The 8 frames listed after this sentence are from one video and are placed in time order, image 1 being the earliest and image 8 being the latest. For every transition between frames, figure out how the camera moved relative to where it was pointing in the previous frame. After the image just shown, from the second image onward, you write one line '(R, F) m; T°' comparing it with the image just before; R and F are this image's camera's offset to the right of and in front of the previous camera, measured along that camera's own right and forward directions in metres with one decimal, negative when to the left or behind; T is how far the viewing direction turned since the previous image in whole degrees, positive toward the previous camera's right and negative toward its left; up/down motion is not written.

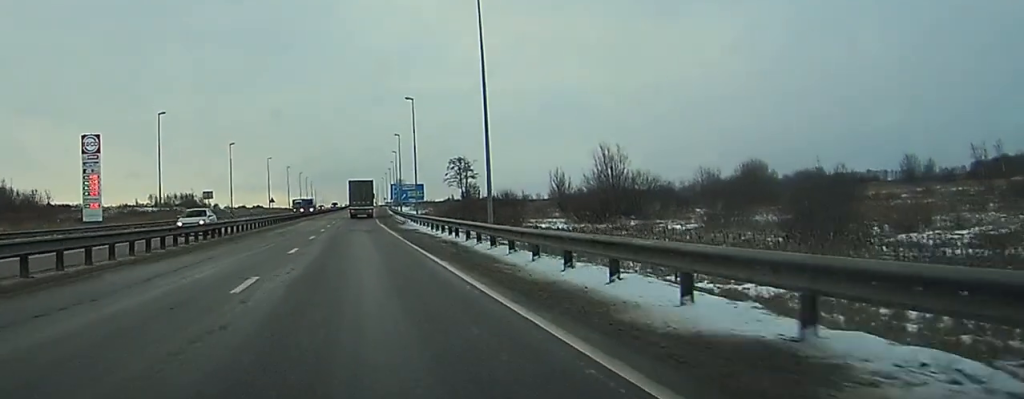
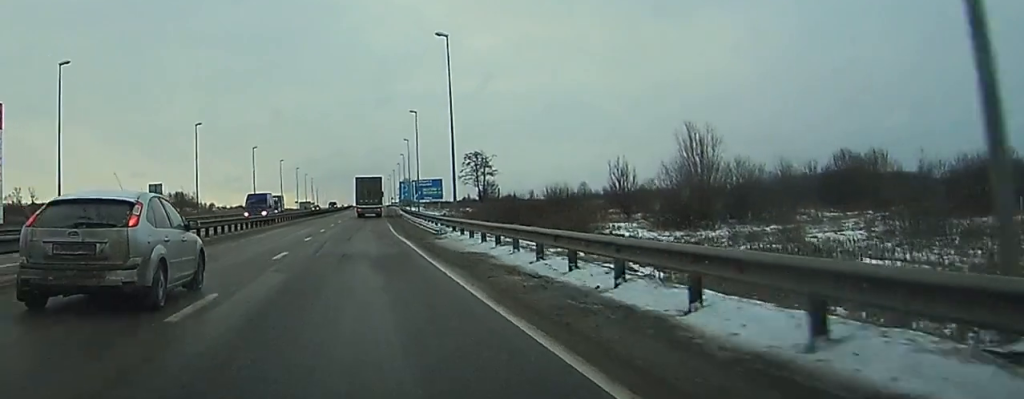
(-0.1, +27.6) m; 0°
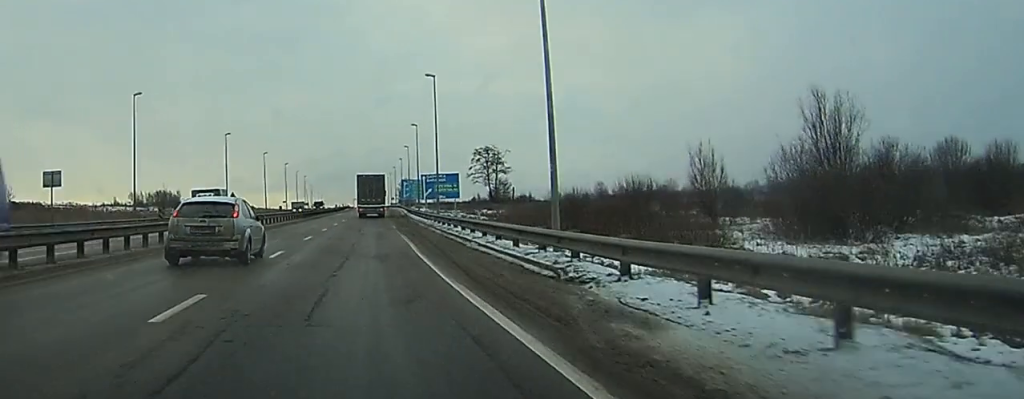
(0.0, +24.6) m; 0°
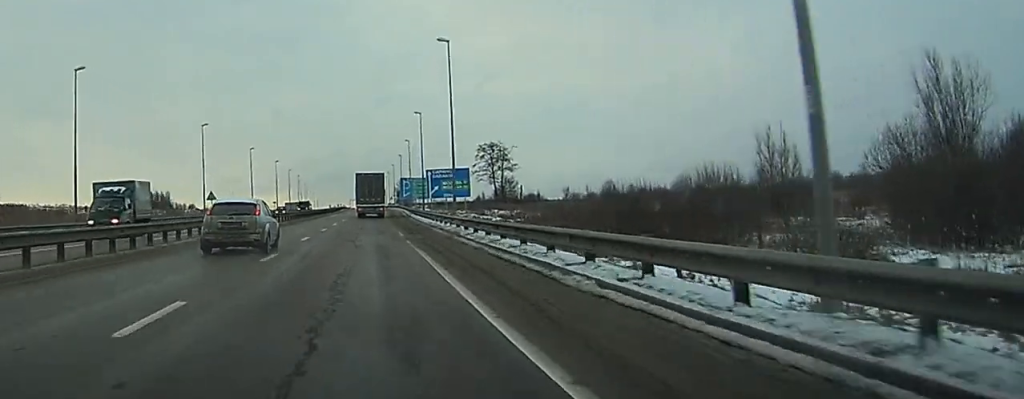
(0.0, +13.4) m; 0°
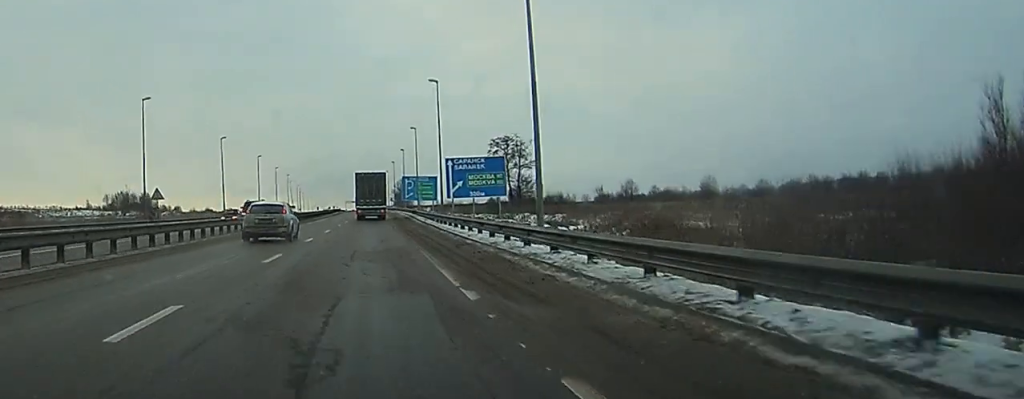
(+0.1, +24.5) m; 0°
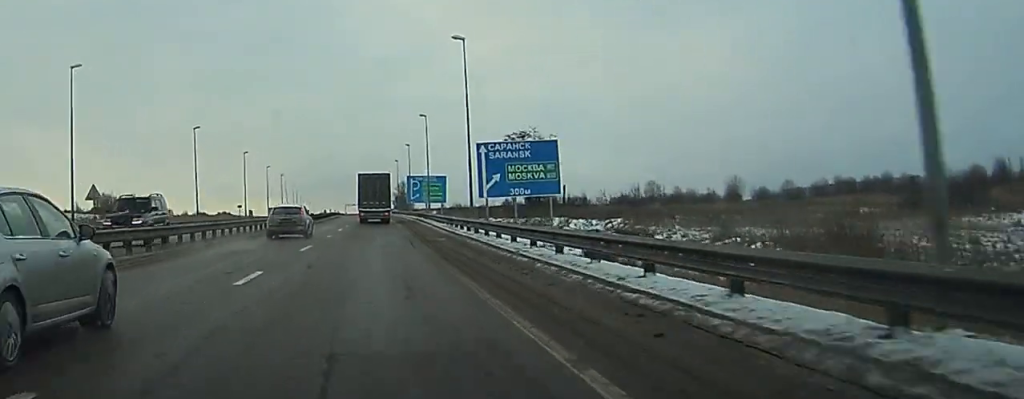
(0.0, +17.8) m; 0°
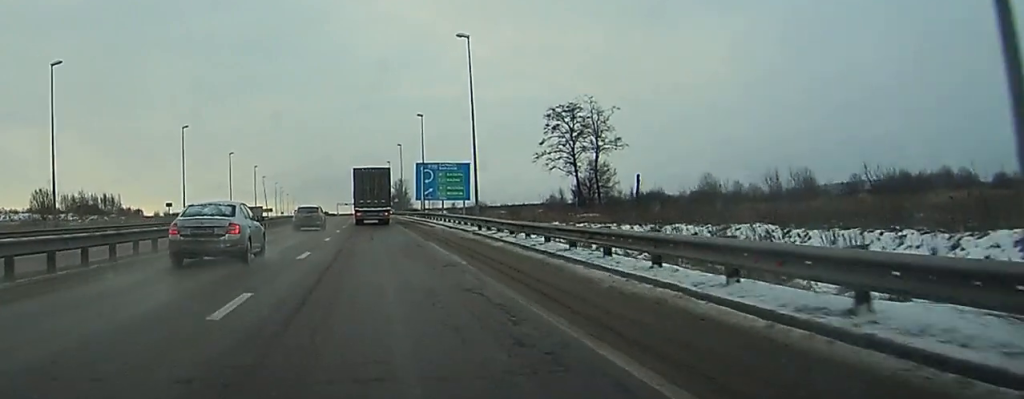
(-0.1, +40.6) m; 0°
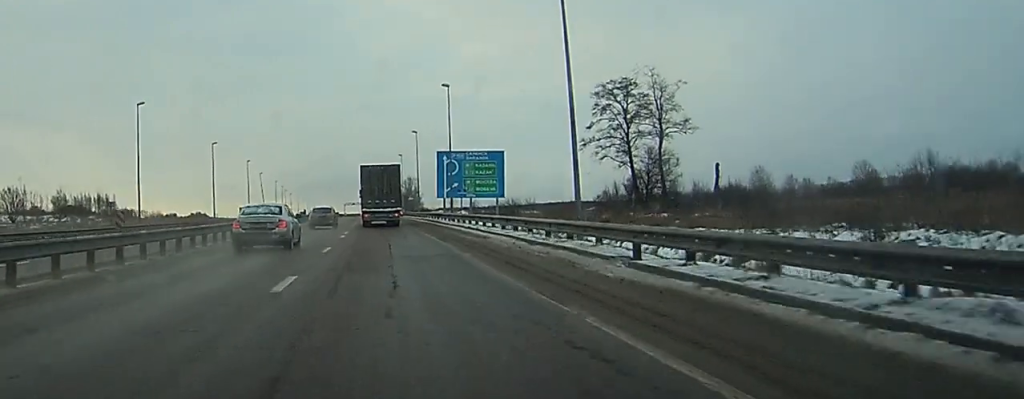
(-0.1, +21.3) m; 0°
